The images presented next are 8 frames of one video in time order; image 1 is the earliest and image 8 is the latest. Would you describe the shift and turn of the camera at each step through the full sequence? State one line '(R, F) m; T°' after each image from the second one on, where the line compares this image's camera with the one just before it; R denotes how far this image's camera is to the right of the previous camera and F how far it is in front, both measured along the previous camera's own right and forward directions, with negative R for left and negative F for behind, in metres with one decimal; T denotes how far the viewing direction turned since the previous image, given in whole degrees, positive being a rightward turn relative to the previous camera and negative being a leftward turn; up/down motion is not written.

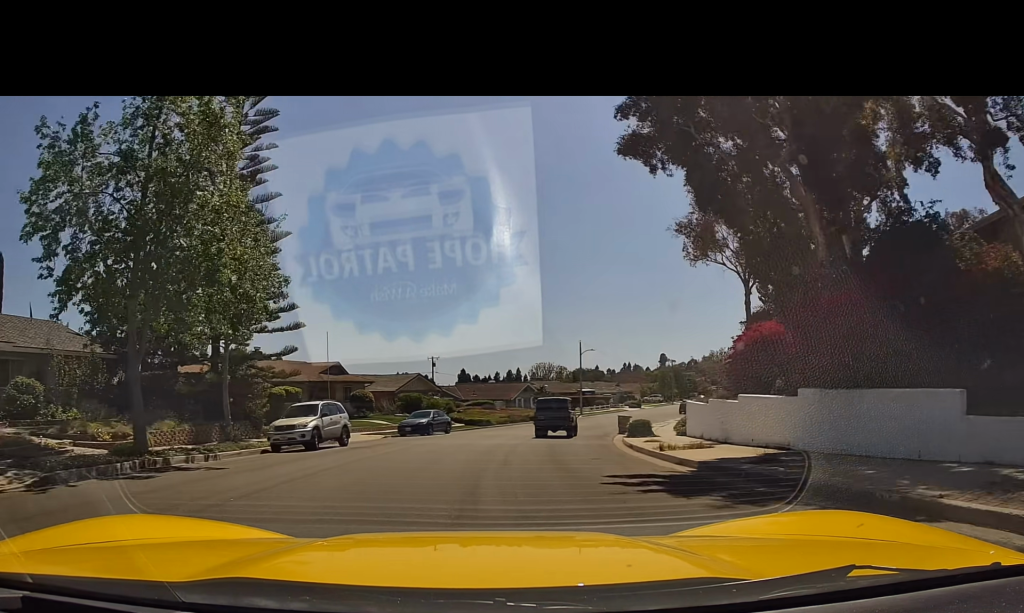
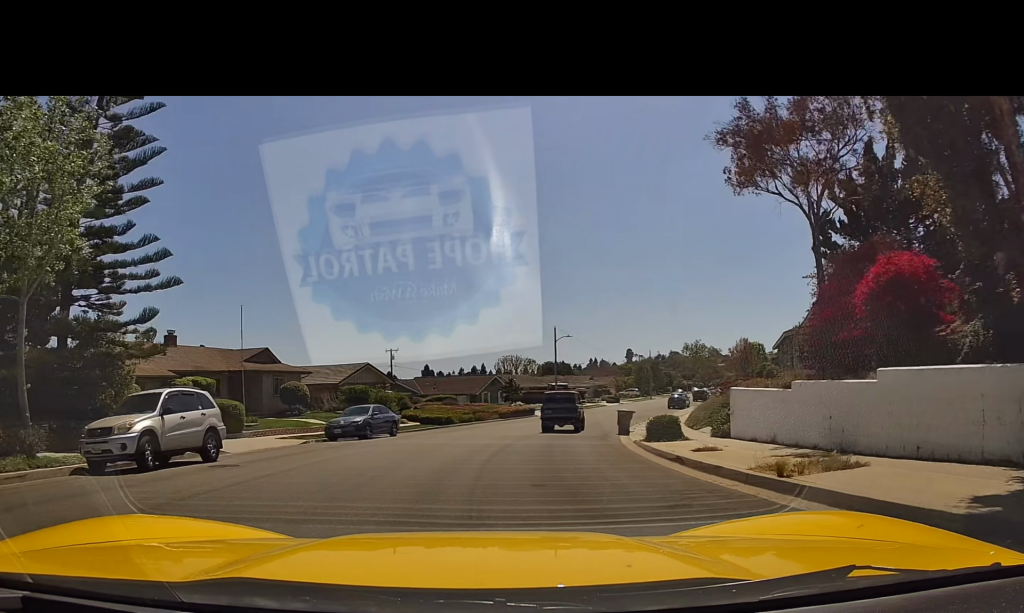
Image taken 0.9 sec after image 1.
(0.0, +8.7) m; 0°
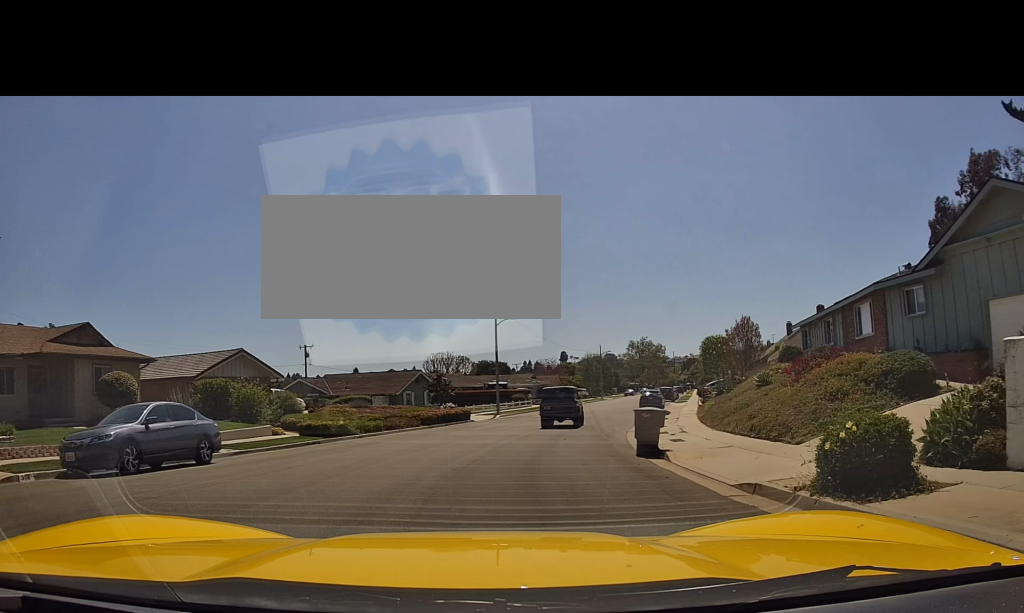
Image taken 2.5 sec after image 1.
(+0.5, +14.2) m; +6°
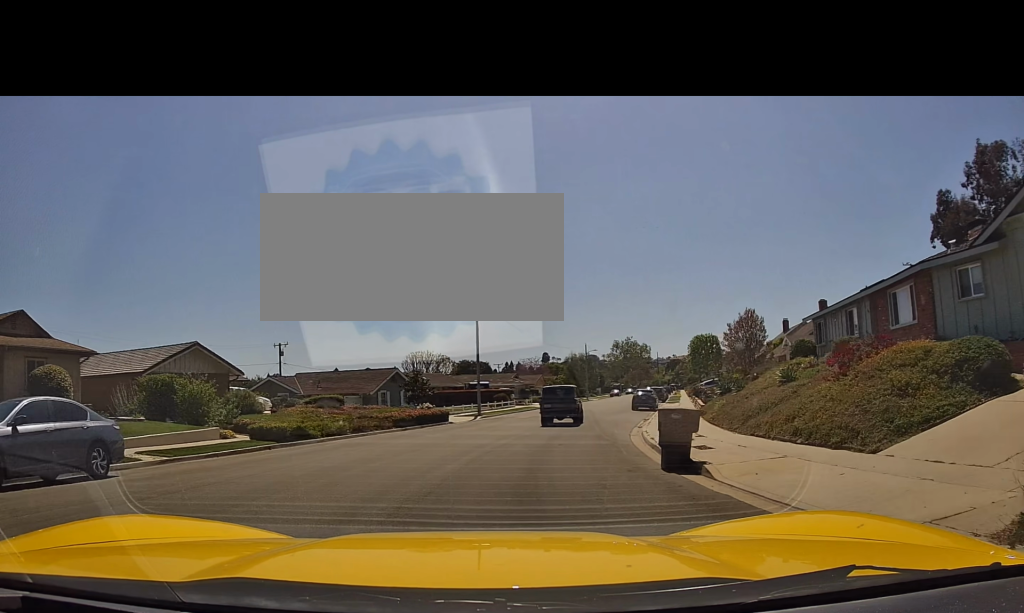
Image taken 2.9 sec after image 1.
(0.0, +4.0) m; +3°
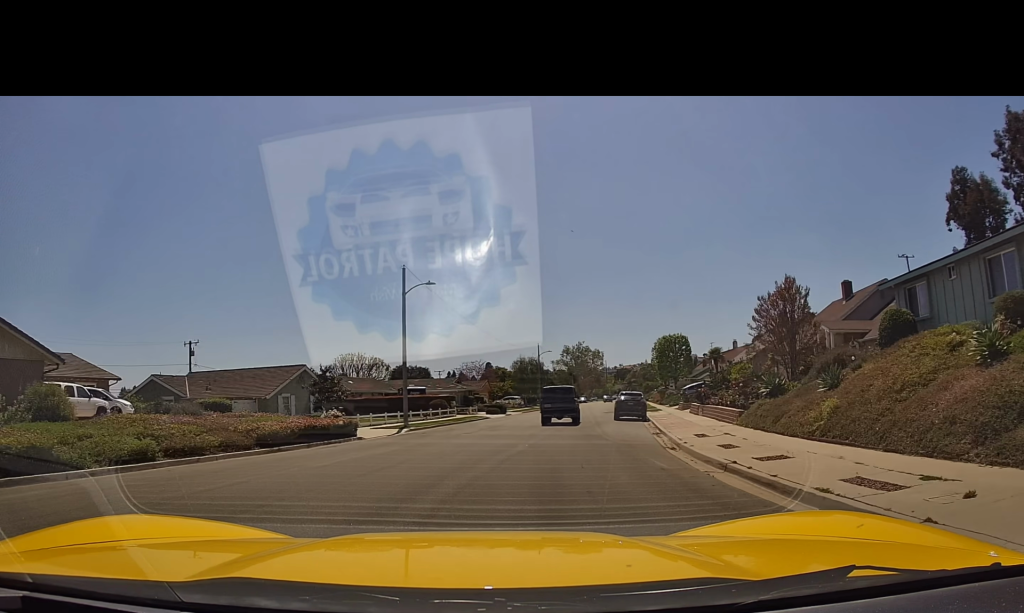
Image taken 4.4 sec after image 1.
(+0.6, +12.4) m; +3°
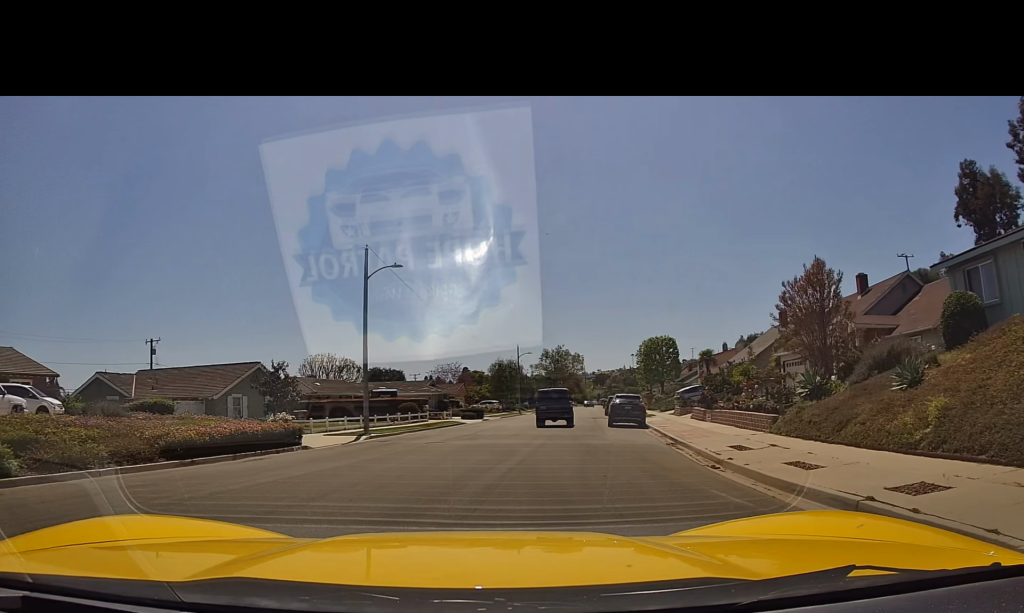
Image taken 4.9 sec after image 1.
(-0.2, +4.5) m; +1°
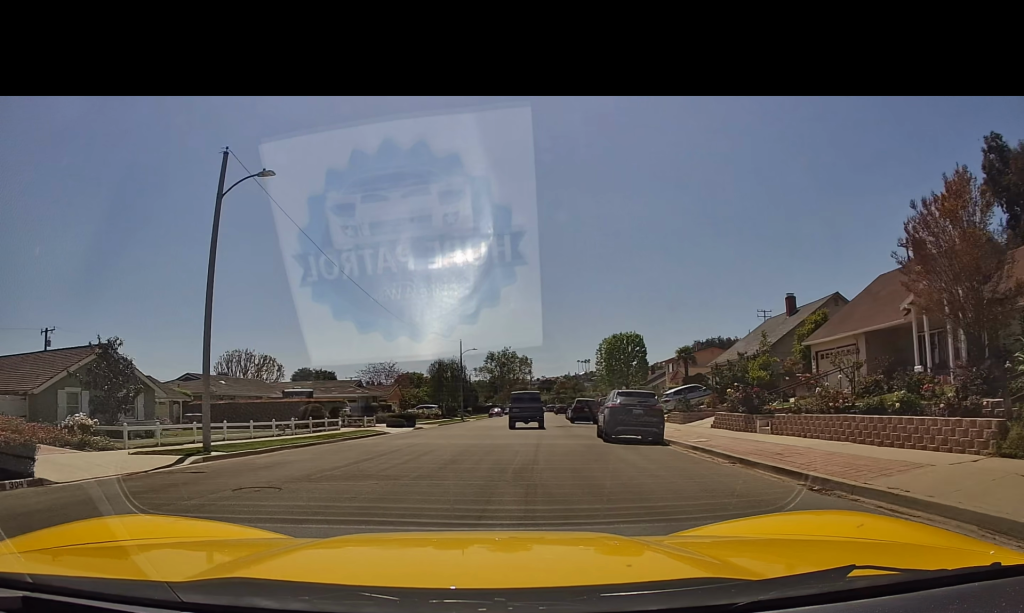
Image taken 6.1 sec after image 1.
(+0.7, +10.9) m; +7°
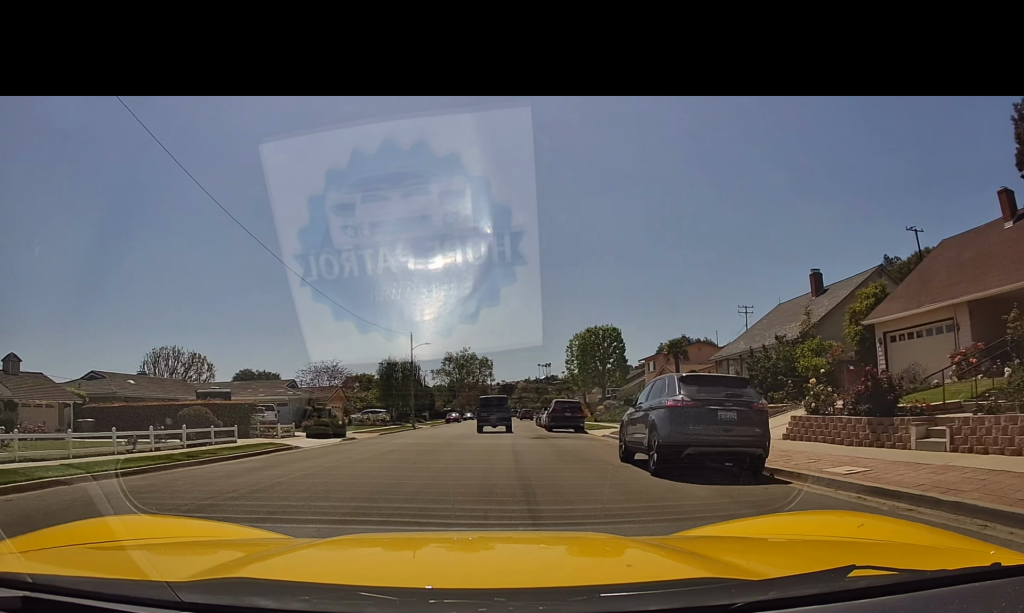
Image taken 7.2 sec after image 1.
(+0.4, +9.2) m; +4°
